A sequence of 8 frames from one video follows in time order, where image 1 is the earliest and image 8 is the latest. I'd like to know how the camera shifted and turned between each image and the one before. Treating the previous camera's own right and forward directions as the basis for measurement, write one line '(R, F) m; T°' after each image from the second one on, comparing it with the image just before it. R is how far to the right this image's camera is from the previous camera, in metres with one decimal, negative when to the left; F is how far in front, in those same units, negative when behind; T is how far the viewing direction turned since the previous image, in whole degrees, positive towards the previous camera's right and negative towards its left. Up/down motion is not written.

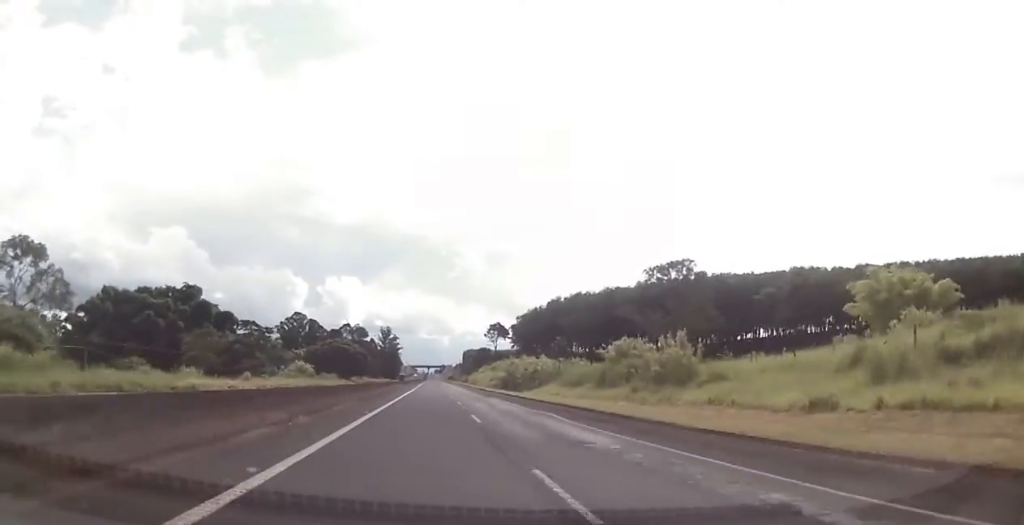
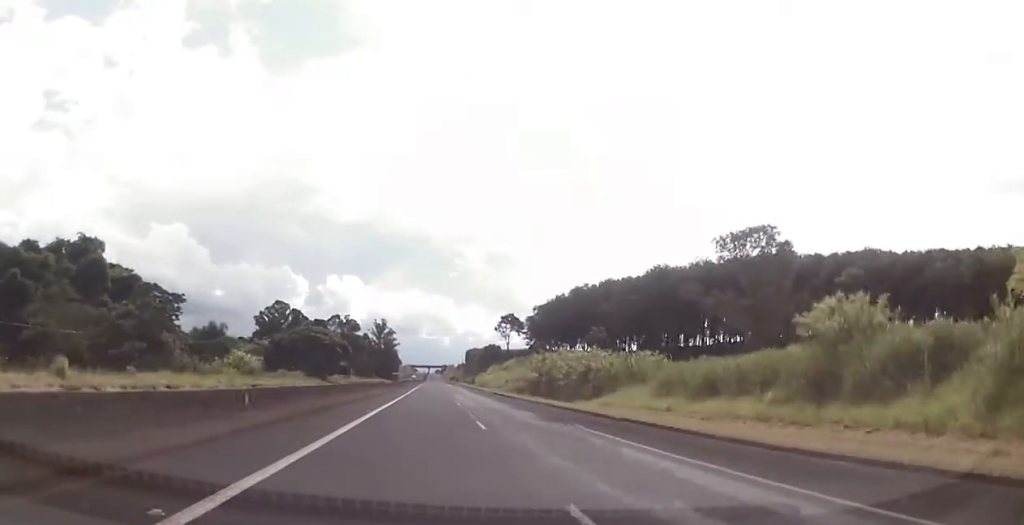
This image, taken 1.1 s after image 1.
(+0.1, +35.8) m; 0°
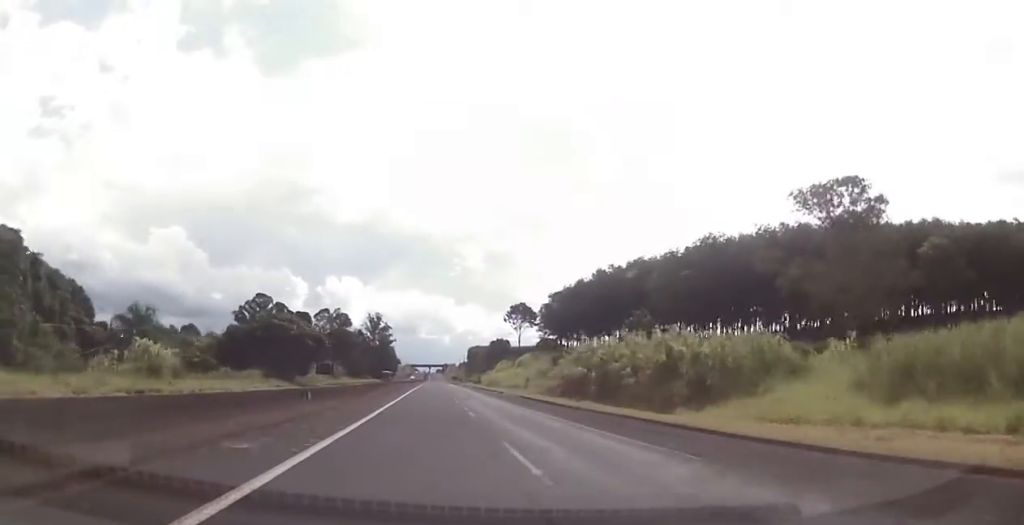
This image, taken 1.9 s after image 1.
(-0.1, +25.8) m; 0°
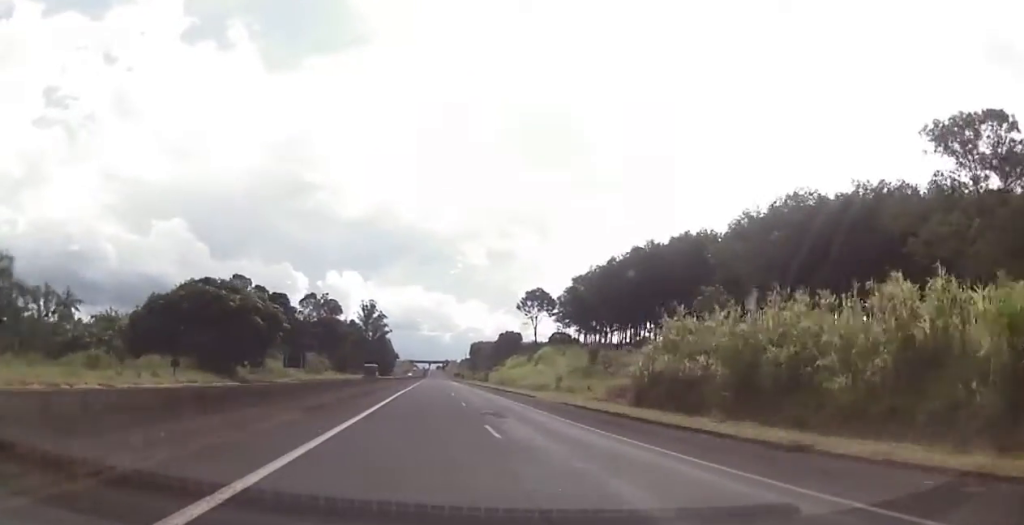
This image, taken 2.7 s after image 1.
(0.0, +26.9) m; +1°
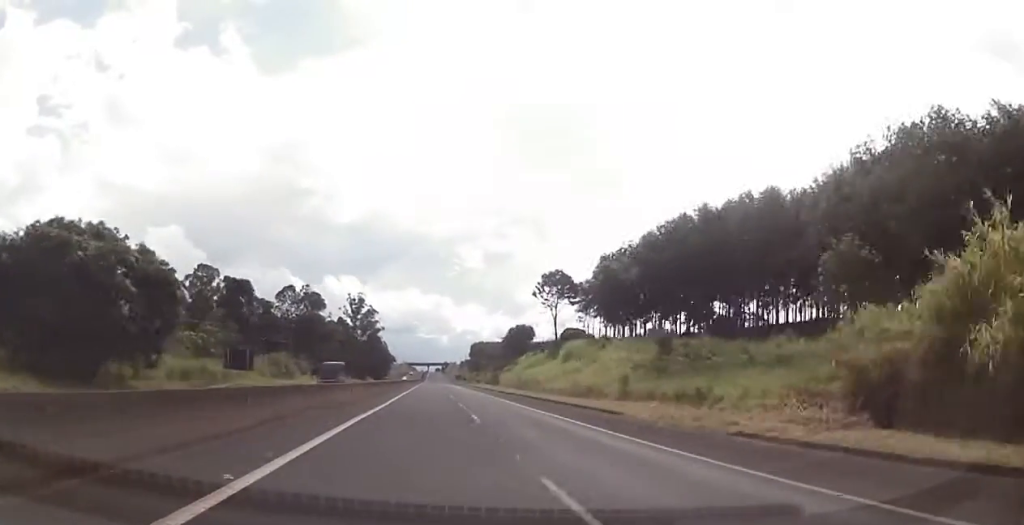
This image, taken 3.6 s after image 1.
(+0.2, +26.8) m; 0°
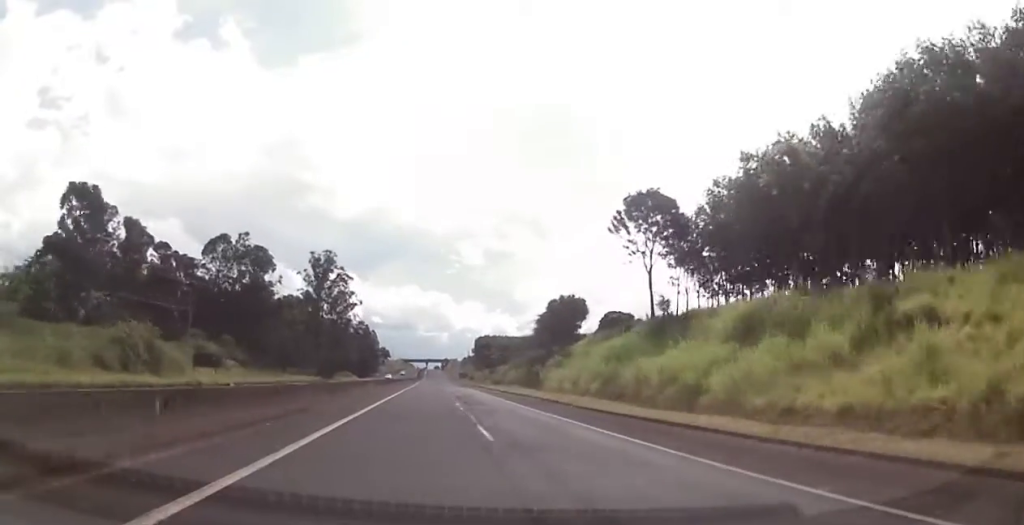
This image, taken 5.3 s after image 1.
(-0.3, +55.5) m; -1°
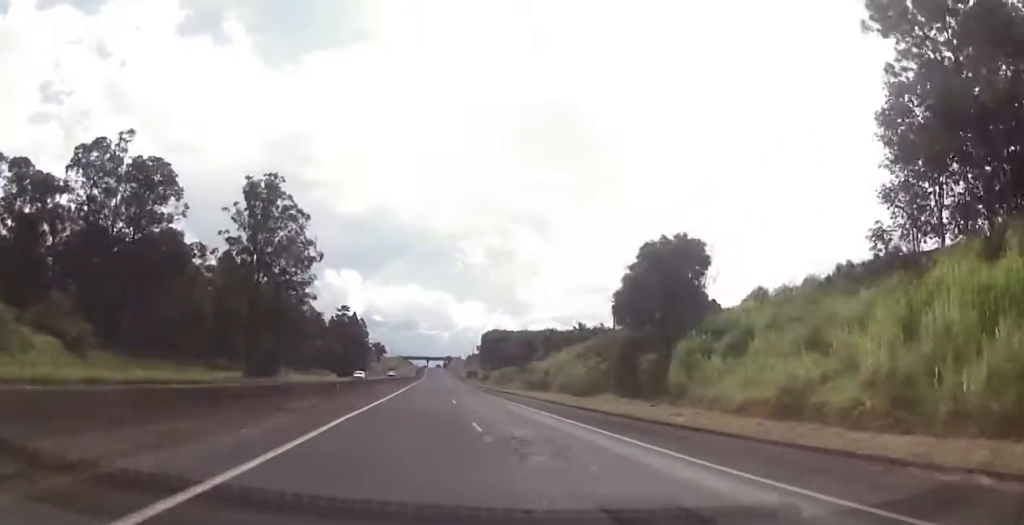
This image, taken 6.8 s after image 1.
(0.0, +46.8) m; 0°
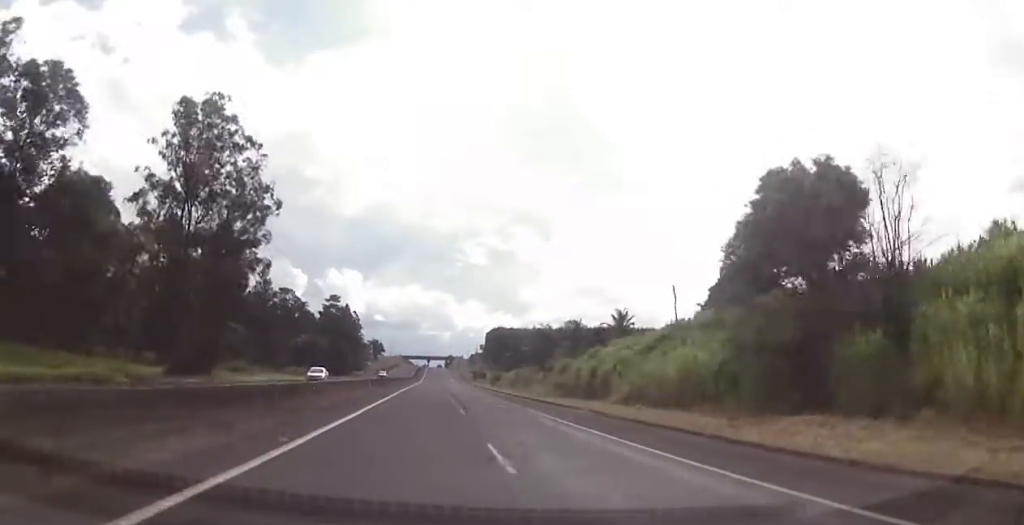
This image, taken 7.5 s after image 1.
(0.0, +23.4) m; 0°
